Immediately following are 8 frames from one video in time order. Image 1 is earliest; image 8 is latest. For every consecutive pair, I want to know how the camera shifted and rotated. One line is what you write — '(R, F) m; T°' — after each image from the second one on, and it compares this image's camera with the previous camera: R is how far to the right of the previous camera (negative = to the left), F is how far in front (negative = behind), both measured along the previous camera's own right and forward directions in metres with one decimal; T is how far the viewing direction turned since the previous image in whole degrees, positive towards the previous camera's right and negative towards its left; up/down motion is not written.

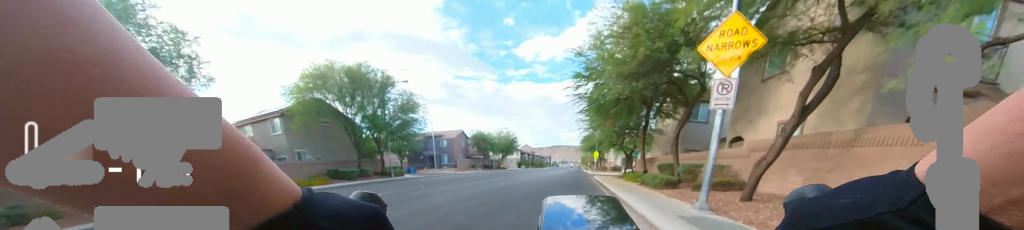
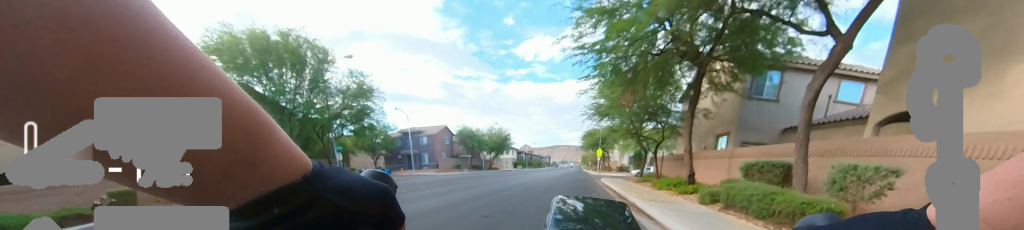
(-0.4, +7.6) m; -6°
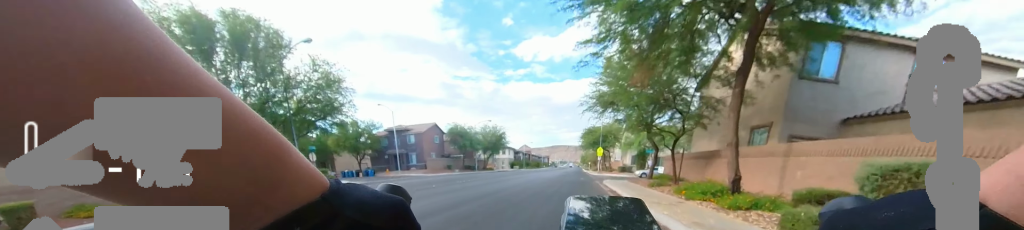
(-0.1, +3.6) m; -2°
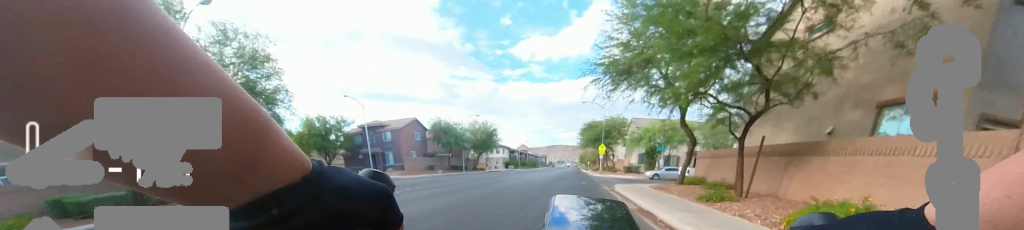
(-0.1, +6.0) m; -1°
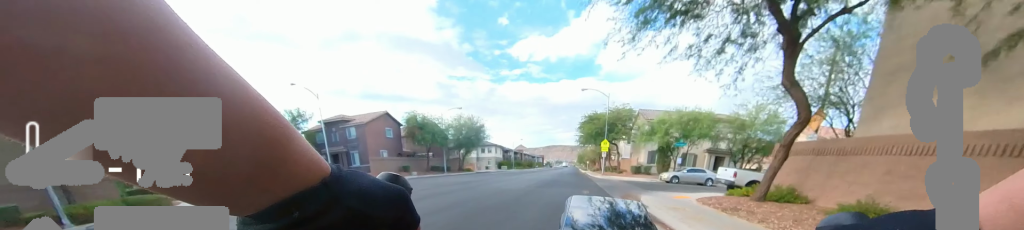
(0.0, +6.6) m; 0°
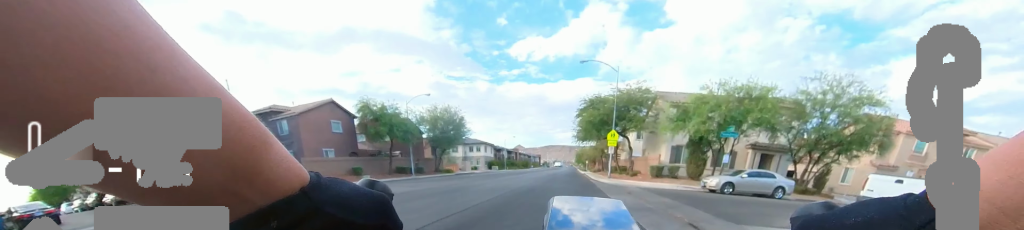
(0.0, +9.1) m; 0°
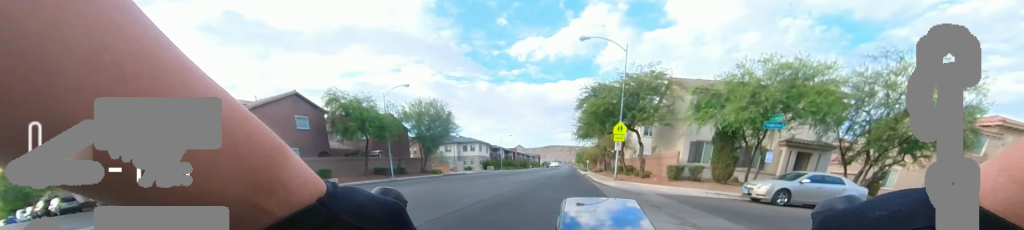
(0.0, +4.3) m; 0°
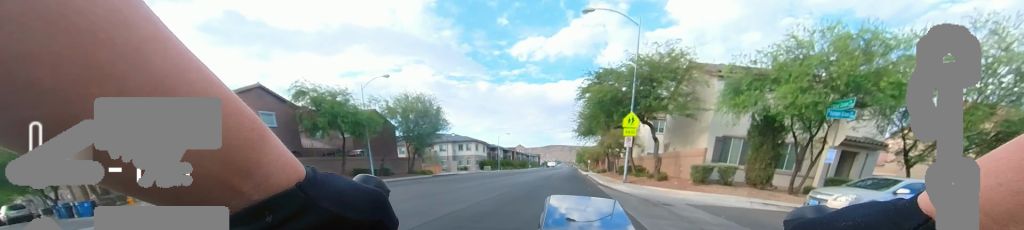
(0.0, +3.6) m; 0°
